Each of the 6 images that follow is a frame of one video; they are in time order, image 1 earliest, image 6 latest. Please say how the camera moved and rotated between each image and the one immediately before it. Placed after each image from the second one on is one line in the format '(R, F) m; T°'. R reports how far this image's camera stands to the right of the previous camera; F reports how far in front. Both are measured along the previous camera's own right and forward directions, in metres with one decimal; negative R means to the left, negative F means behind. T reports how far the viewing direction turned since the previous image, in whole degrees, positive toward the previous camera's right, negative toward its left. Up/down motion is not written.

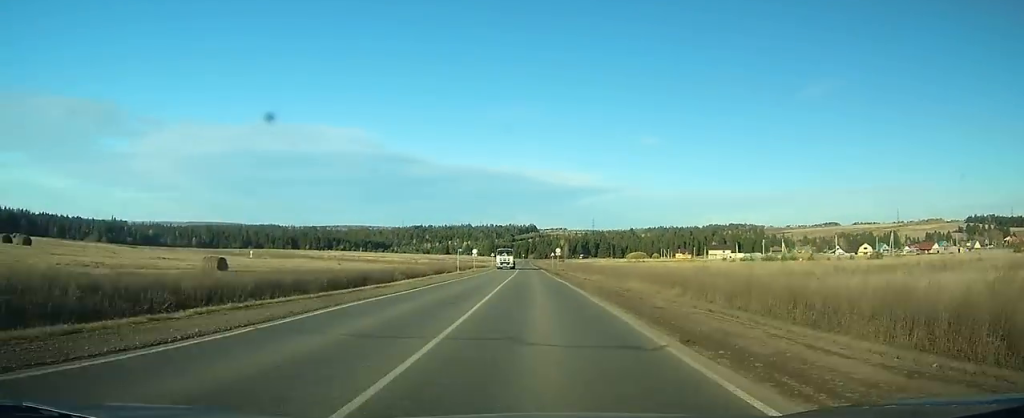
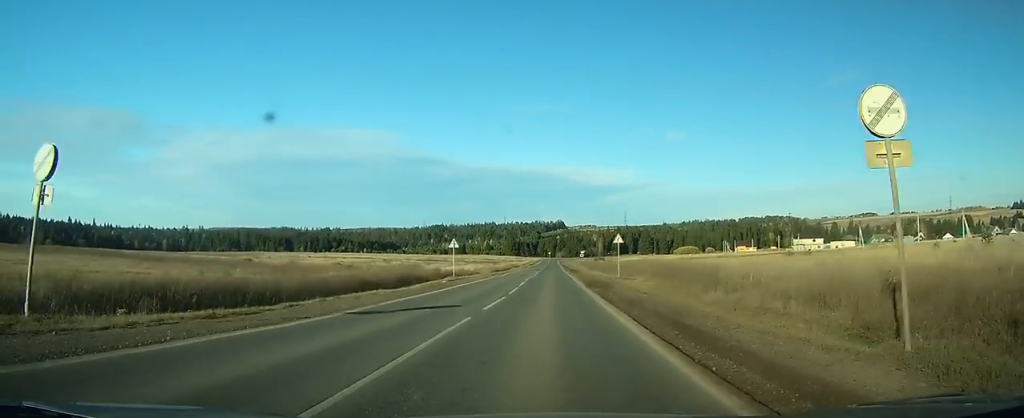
(-6.8, +84.2) m; -7°
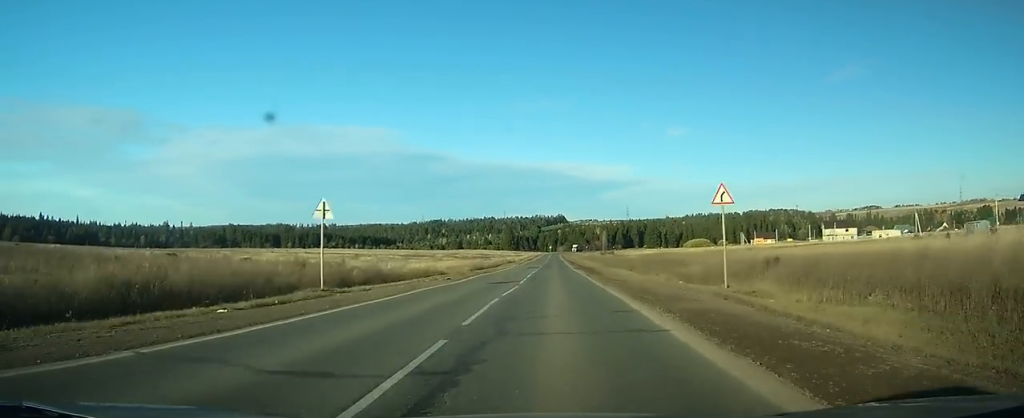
(-0.2, +29.0) m; -1°
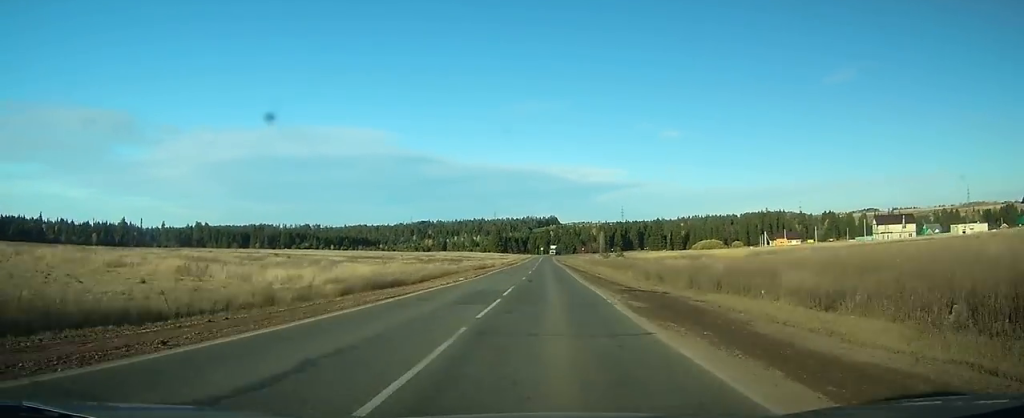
(-0.4, +44.6) m; 0°
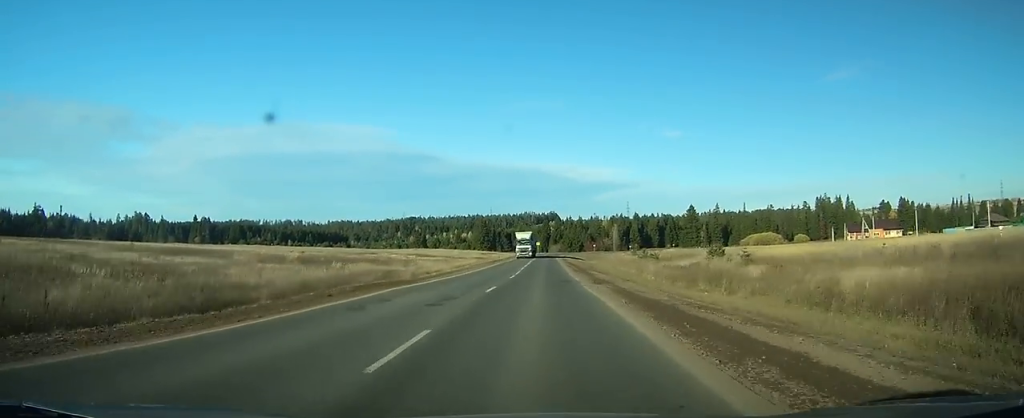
(+1.1, +88.2) m; +1°
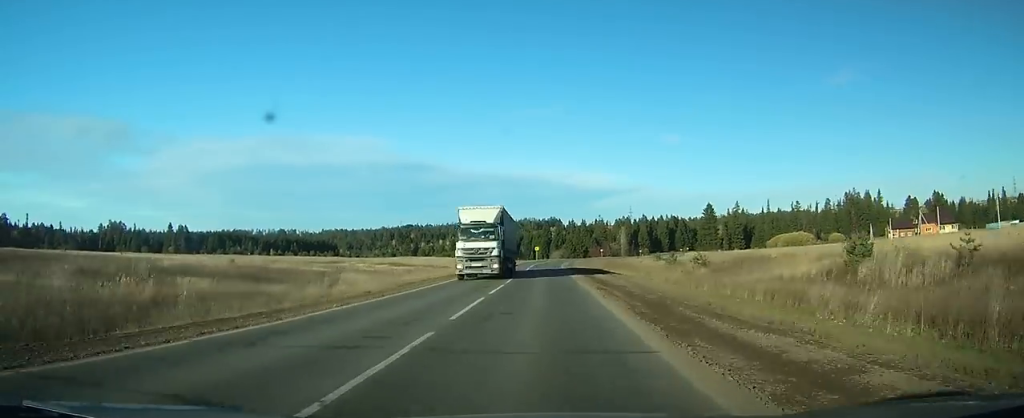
(0.0, +30.8) m; 0°
